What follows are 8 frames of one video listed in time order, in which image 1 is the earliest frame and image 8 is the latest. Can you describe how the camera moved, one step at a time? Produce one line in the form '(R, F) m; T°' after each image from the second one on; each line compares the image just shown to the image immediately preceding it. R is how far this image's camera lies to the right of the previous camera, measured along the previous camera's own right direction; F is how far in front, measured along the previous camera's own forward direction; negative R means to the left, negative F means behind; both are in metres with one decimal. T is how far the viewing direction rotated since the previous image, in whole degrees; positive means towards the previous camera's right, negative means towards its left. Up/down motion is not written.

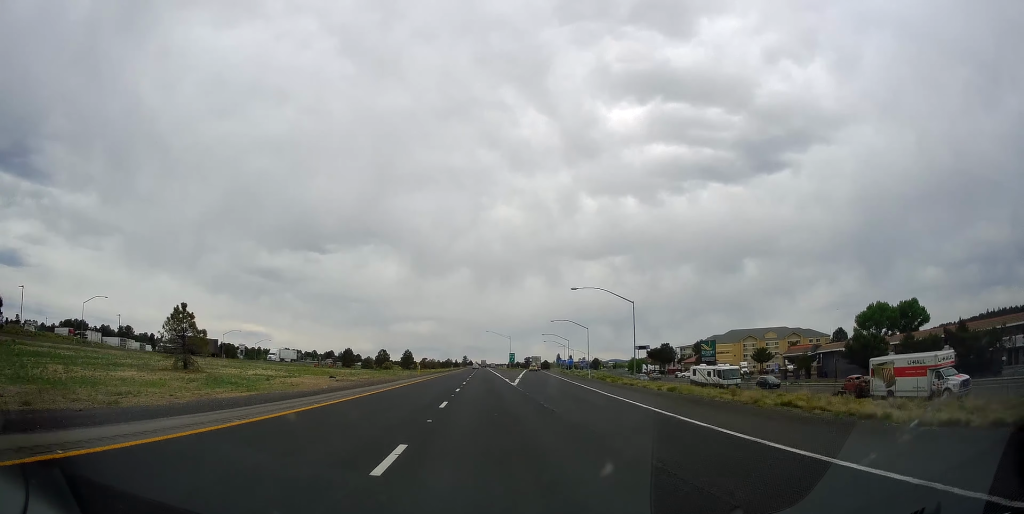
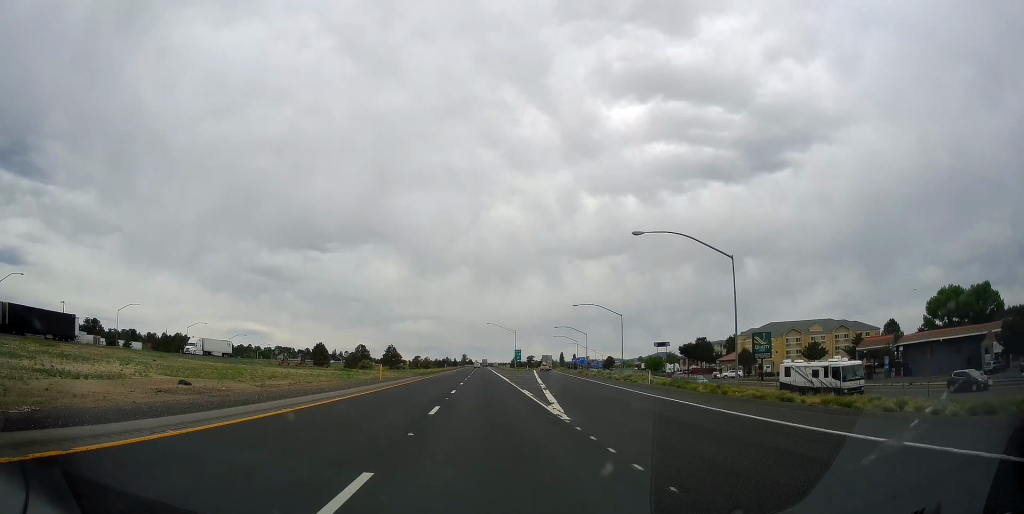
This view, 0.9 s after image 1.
(+0.6, +27.5) m; 0°
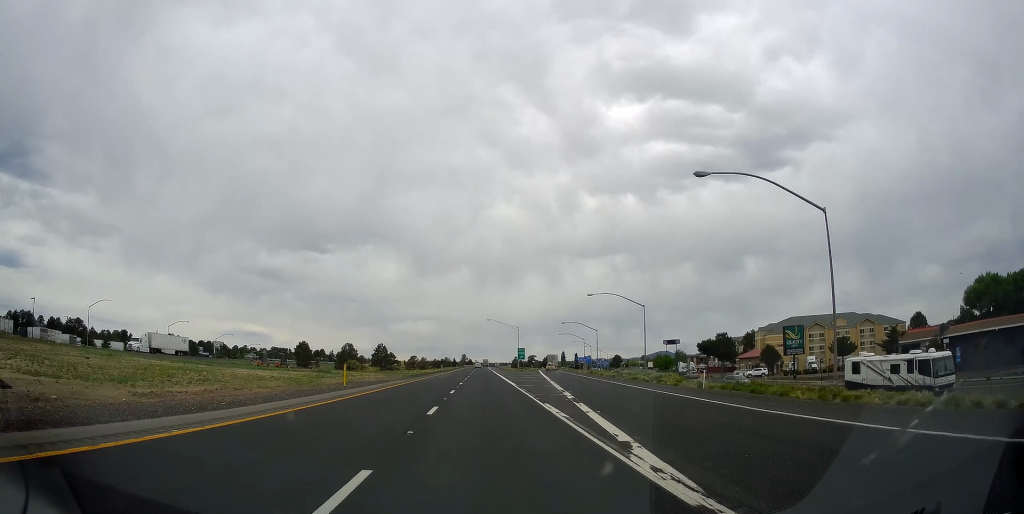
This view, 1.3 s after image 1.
(-0.1, +12.2) m; 0°
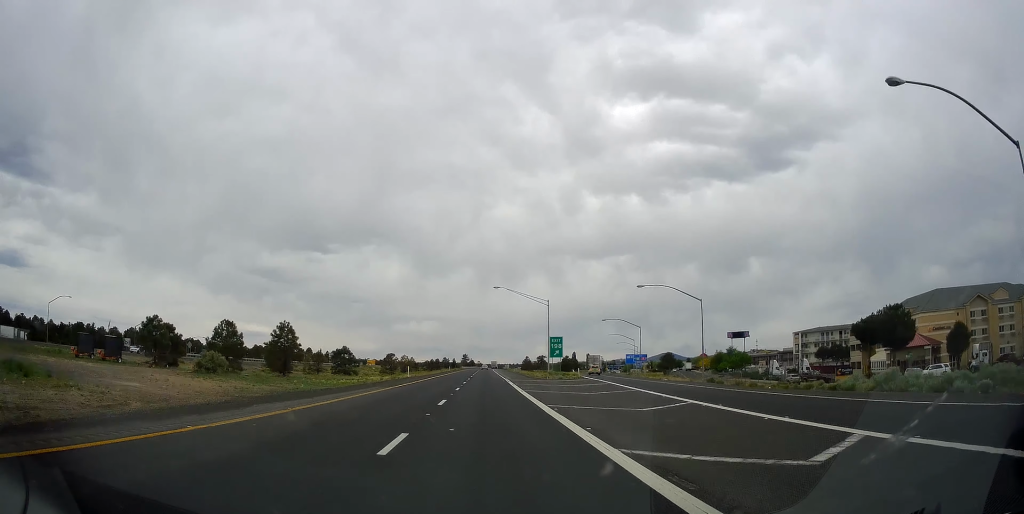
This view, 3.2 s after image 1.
(-0.8, +56.9) m; 0°
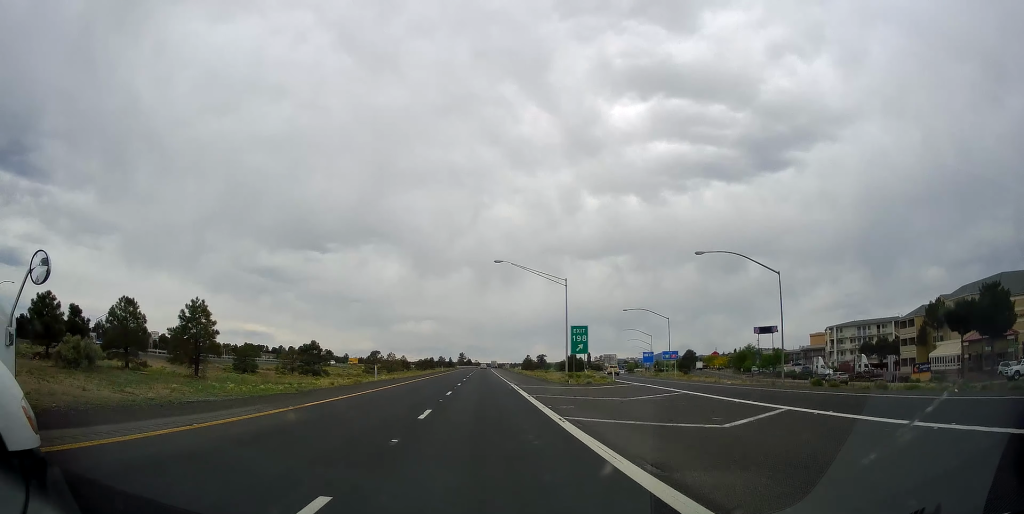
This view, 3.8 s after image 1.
(0.0, +18.2) m; 0°
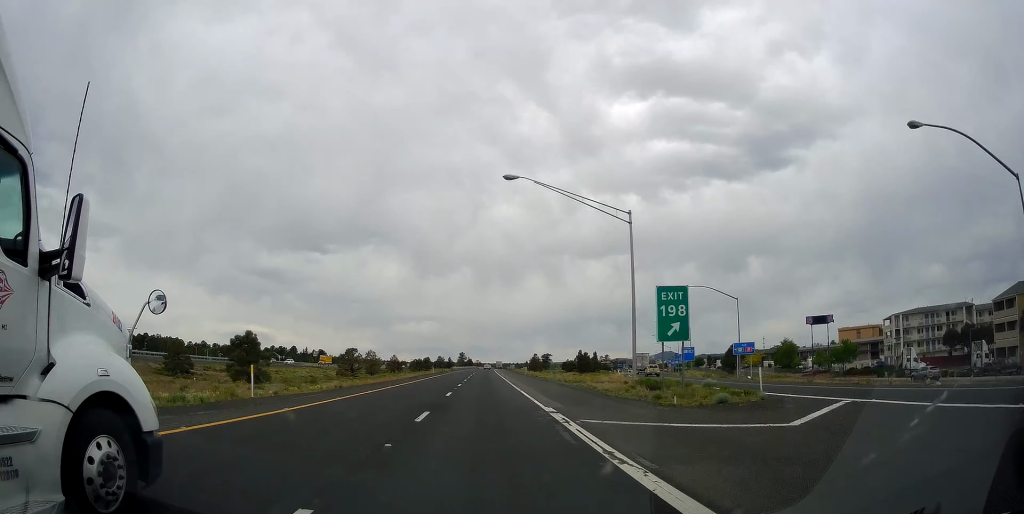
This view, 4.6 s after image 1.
(-0.2, +25.3) m; 0°
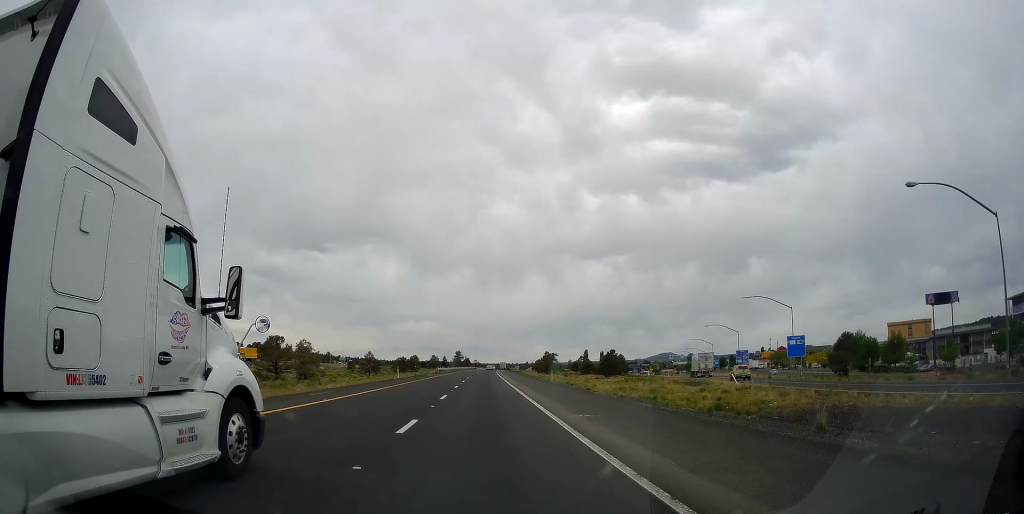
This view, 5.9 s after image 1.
(+0.5, +39.3) m; 0°
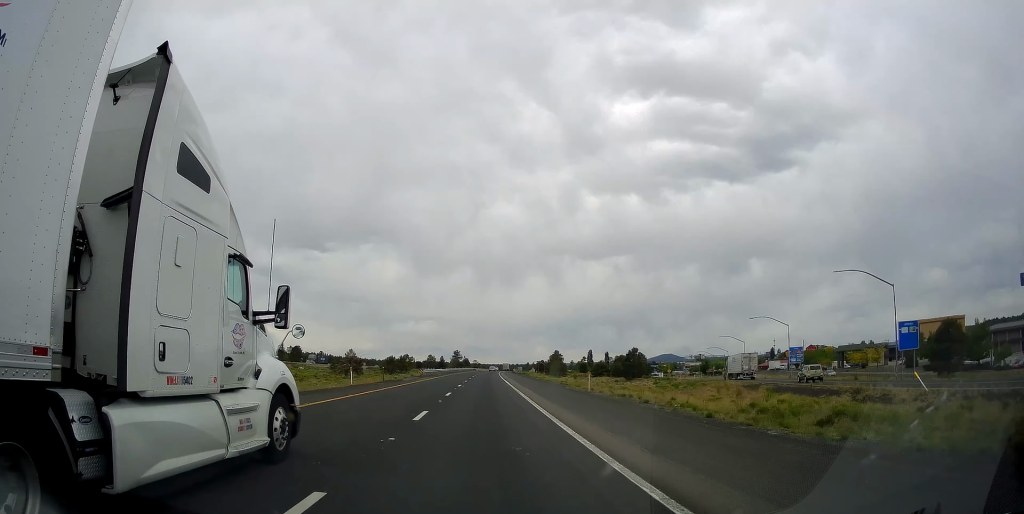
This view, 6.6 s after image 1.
(-0.2, +21.1) m; 0°
